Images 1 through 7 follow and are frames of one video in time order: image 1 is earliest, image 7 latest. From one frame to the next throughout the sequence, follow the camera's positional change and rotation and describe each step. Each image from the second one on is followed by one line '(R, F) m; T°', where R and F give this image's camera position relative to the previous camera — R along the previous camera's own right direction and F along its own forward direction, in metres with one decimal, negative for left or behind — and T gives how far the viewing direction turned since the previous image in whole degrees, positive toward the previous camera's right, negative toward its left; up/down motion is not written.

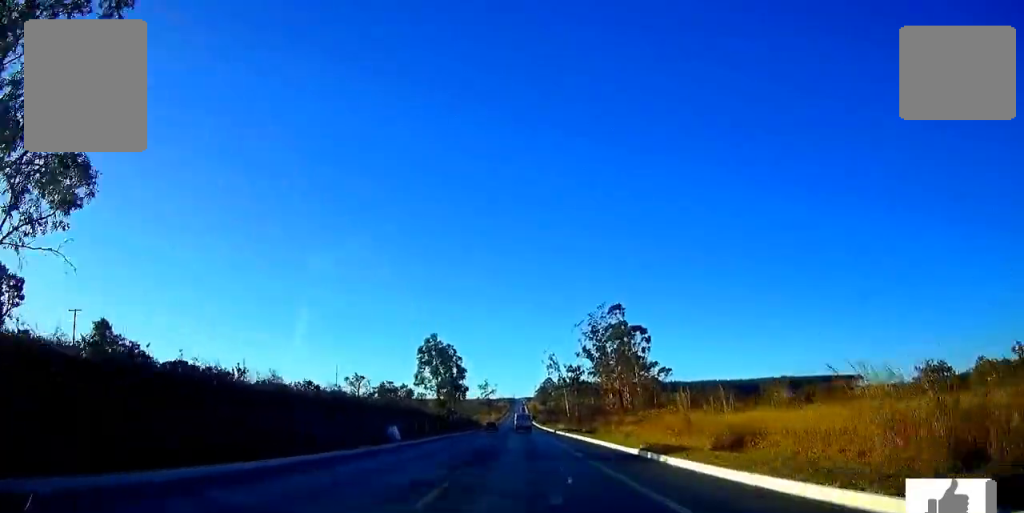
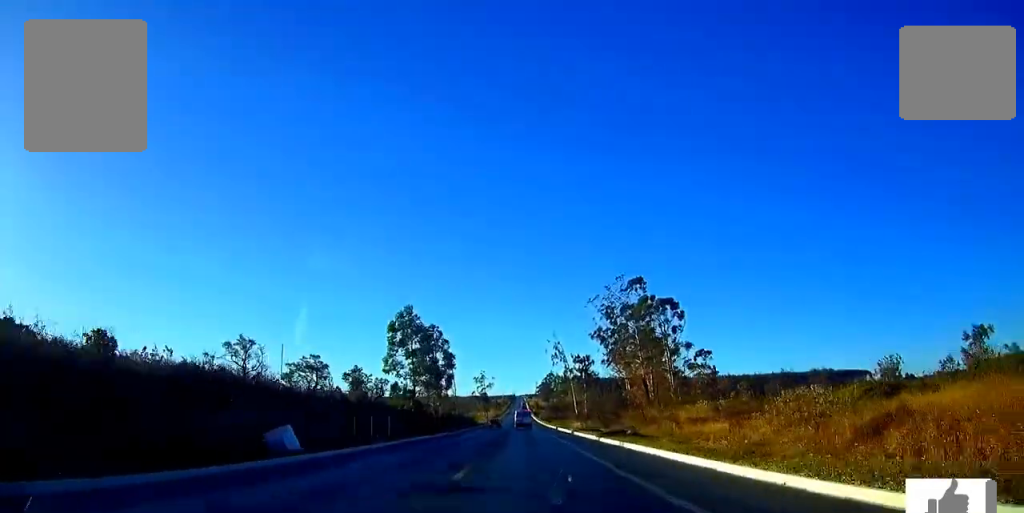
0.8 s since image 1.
(0.0, +27.6) m; 0°
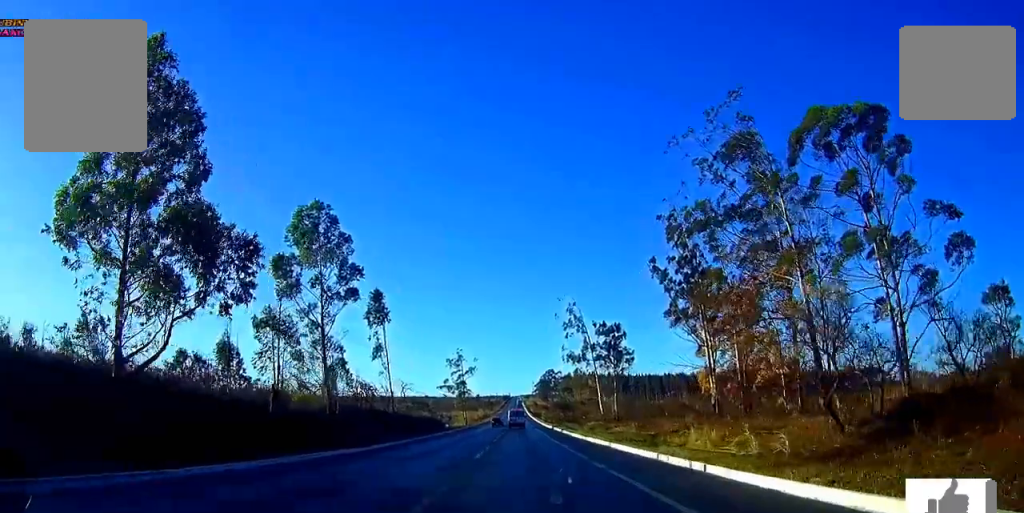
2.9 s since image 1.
(0.0, +68.2) m; 0°
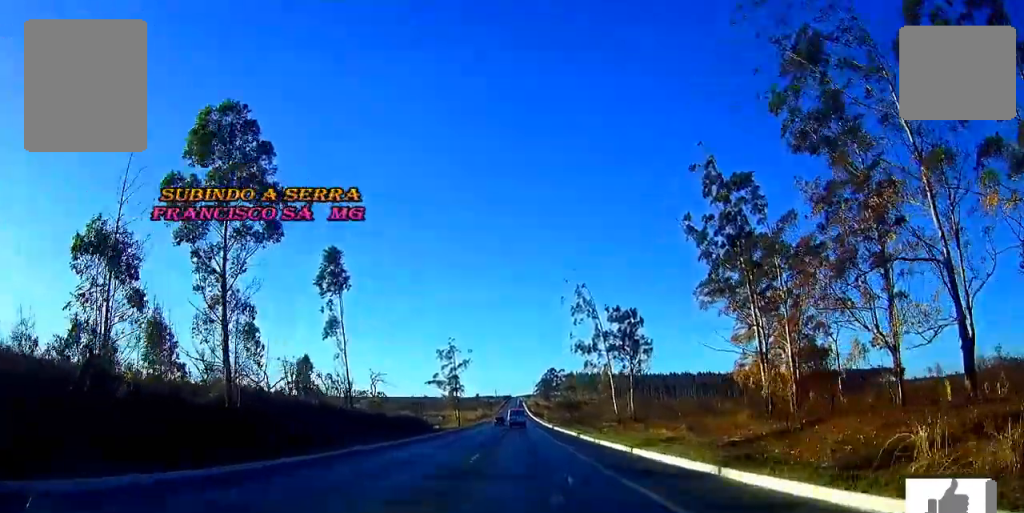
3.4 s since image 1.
(0.0, +18.1) m; 0°
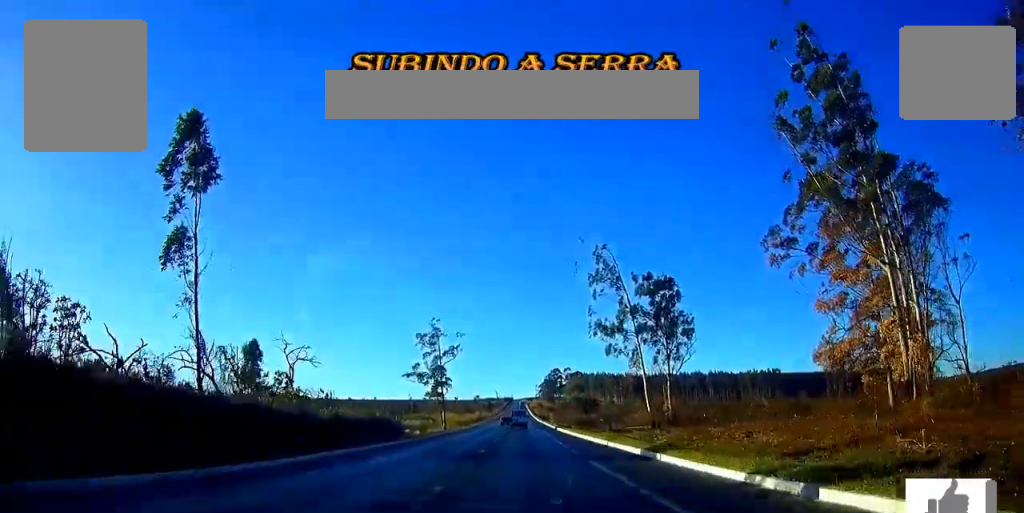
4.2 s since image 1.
(0.0, +26.3) m; 0°
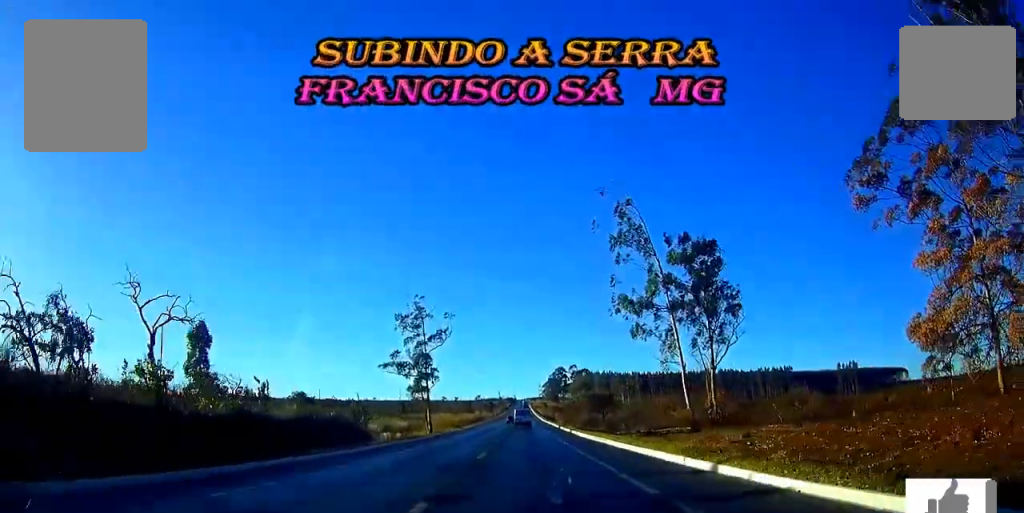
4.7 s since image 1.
(0.0, +18.4) m; 0°
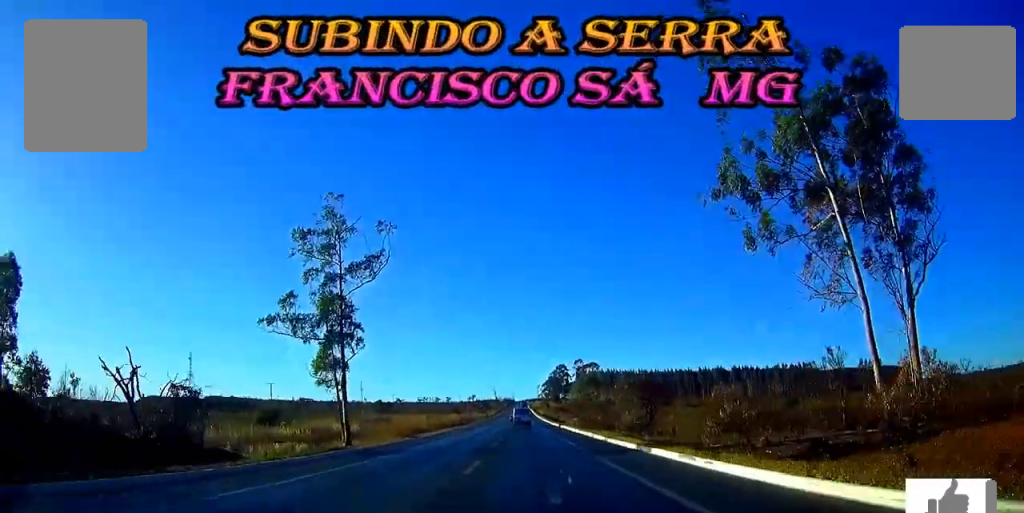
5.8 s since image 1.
(0.0, +37.1) m; 0°
